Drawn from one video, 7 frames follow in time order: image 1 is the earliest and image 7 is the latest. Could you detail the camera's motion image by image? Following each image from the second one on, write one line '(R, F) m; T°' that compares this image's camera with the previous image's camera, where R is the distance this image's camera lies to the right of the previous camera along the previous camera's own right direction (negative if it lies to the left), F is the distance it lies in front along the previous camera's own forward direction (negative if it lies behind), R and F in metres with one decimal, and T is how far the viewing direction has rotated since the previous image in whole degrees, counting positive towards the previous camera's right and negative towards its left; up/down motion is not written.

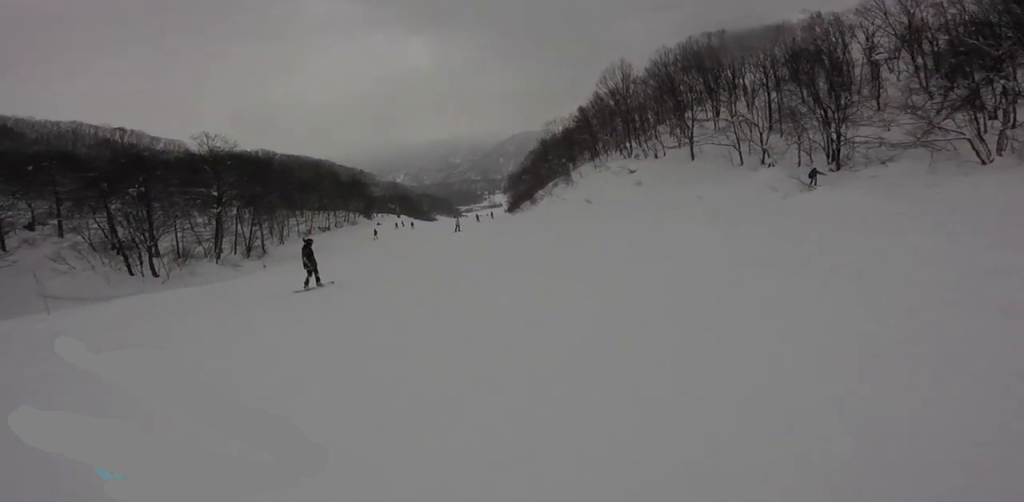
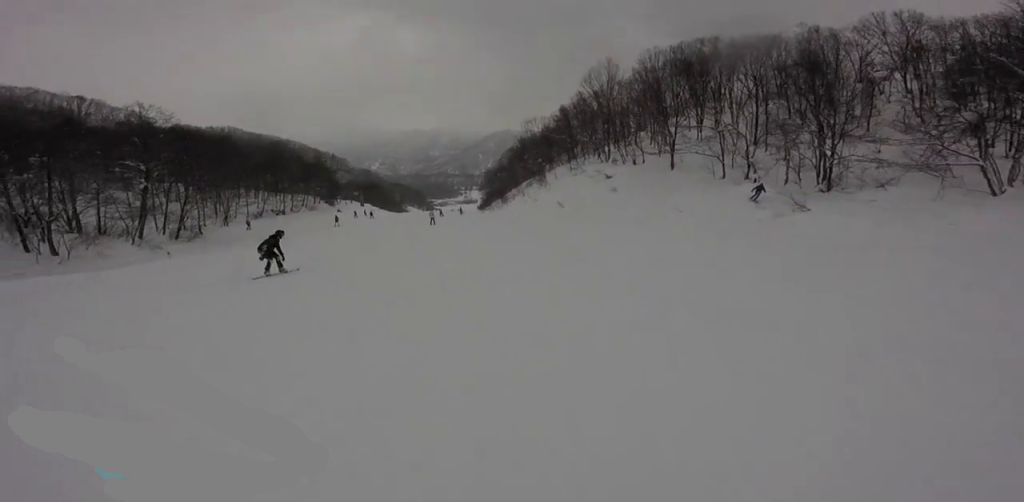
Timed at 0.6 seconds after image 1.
(+1.6, +4.0) m; +15°
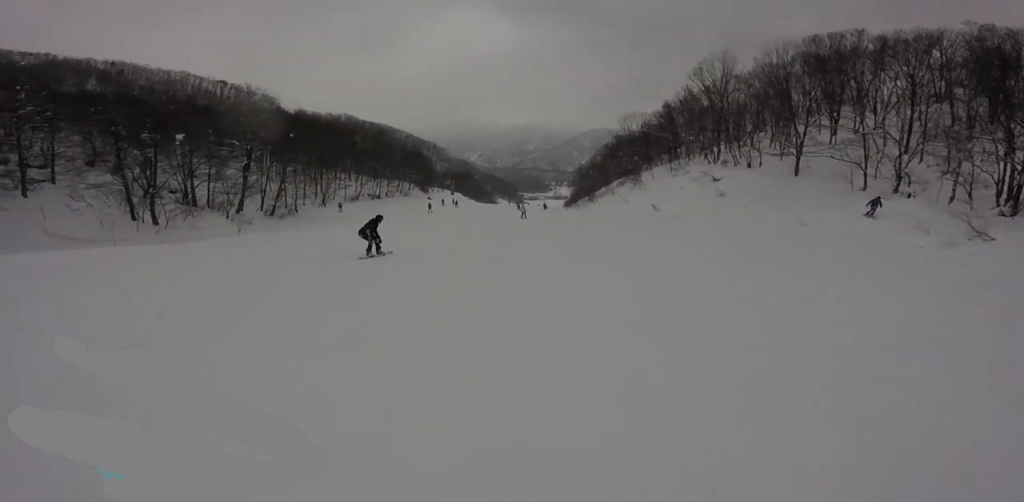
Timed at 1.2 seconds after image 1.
(+0.4, +3.6) m; +7°
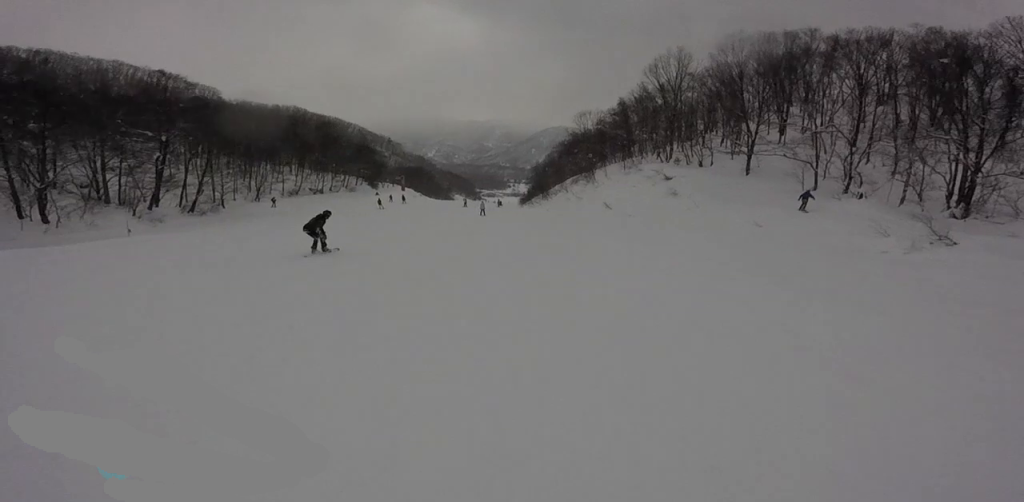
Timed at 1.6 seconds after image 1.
(-0.1, +2.9) m; +1°
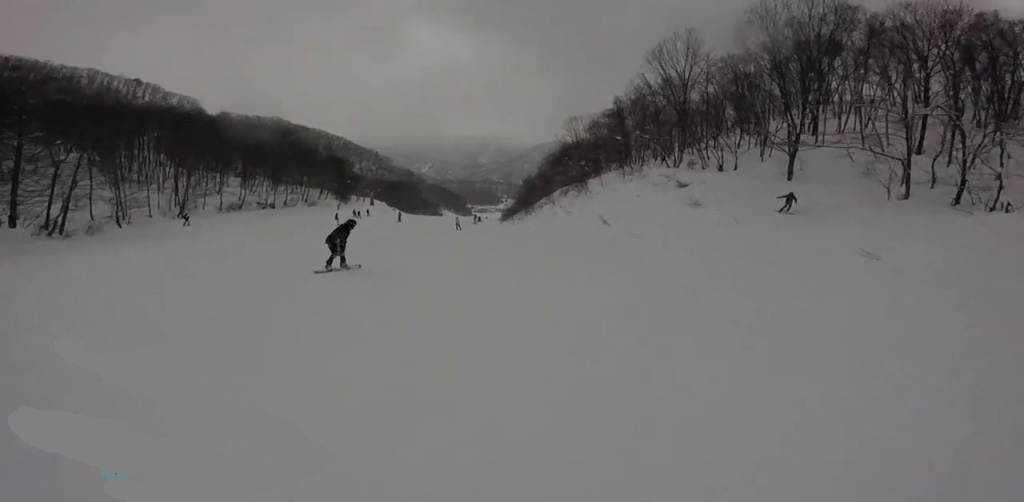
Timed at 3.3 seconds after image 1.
(+0.4, +12.1) m; +1°
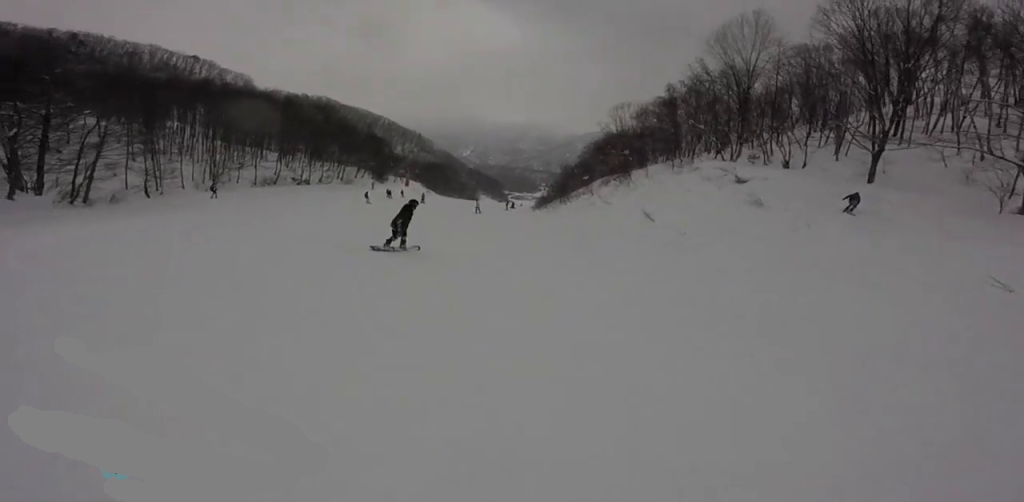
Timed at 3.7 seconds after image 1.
(-0.2, +3.1) m; 0°
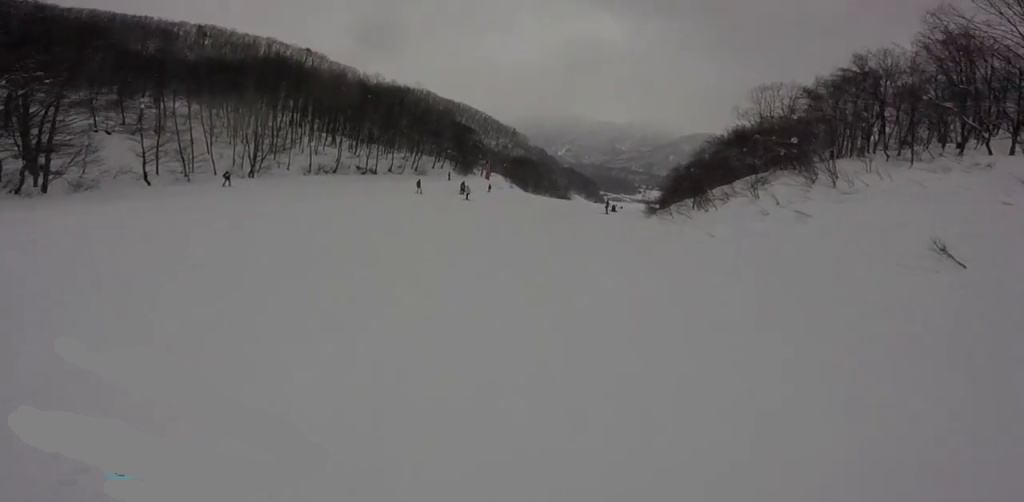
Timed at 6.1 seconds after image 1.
(-3.2, +15.3) m; -28°
